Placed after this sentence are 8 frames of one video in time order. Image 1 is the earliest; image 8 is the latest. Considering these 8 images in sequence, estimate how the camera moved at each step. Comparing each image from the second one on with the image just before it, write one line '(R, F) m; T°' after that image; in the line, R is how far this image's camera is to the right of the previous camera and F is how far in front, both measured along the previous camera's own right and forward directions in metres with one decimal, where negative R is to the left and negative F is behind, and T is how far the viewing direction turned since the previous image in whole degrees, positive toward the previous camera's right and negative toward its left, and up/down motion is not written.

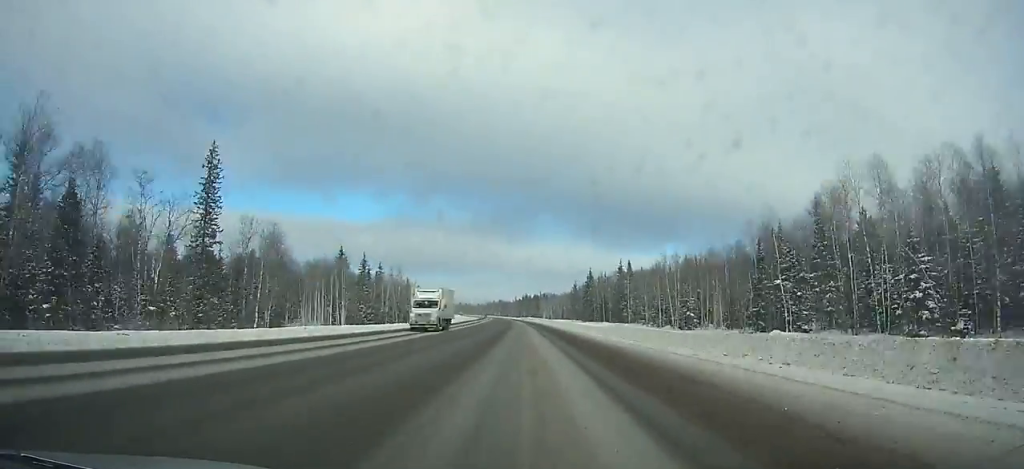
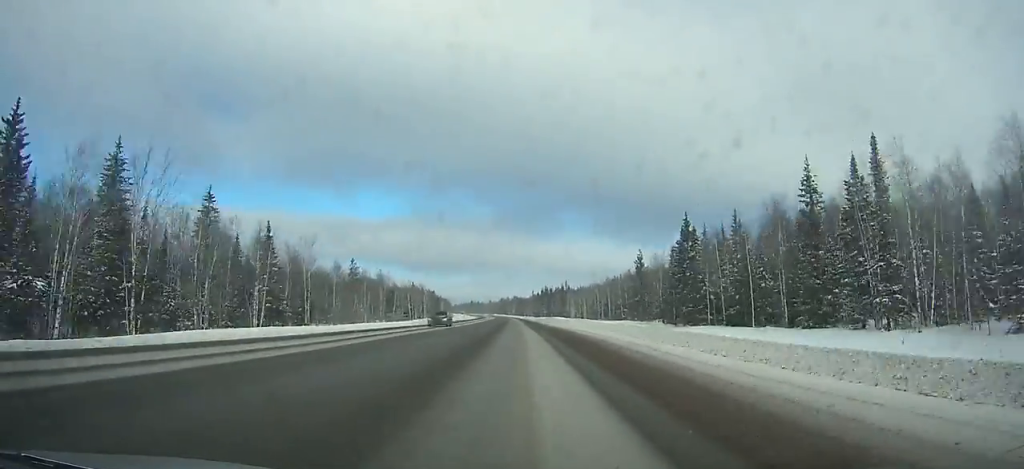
(-1.2, +97.7) m; -2°
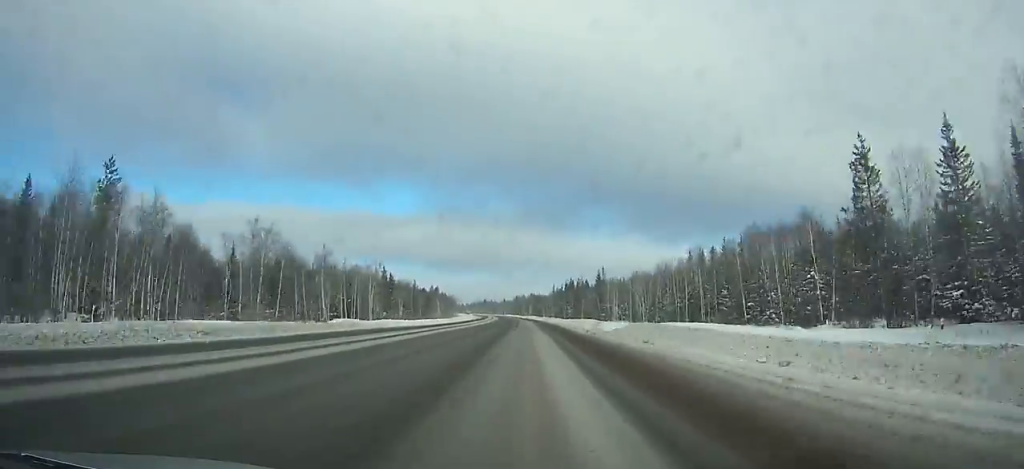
(-1.0, +75.0) m; -1°
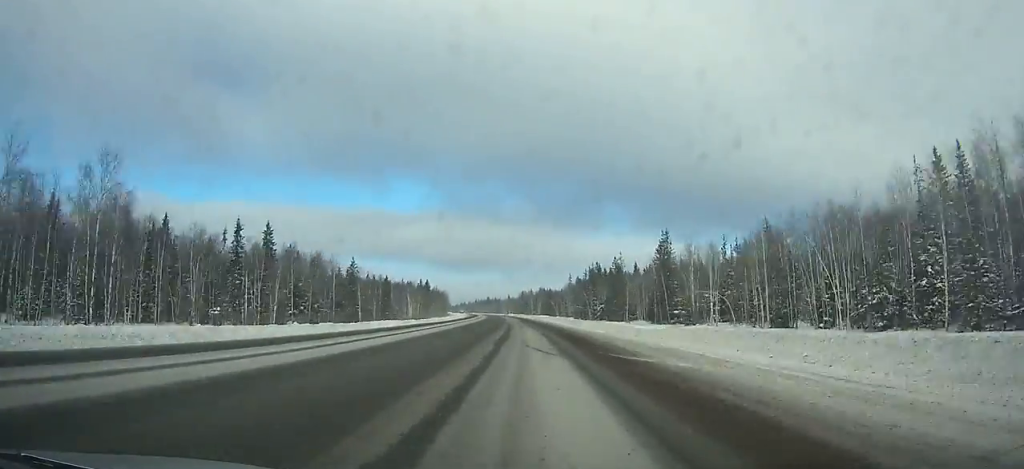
(-0.4, +80.4) m; -1°
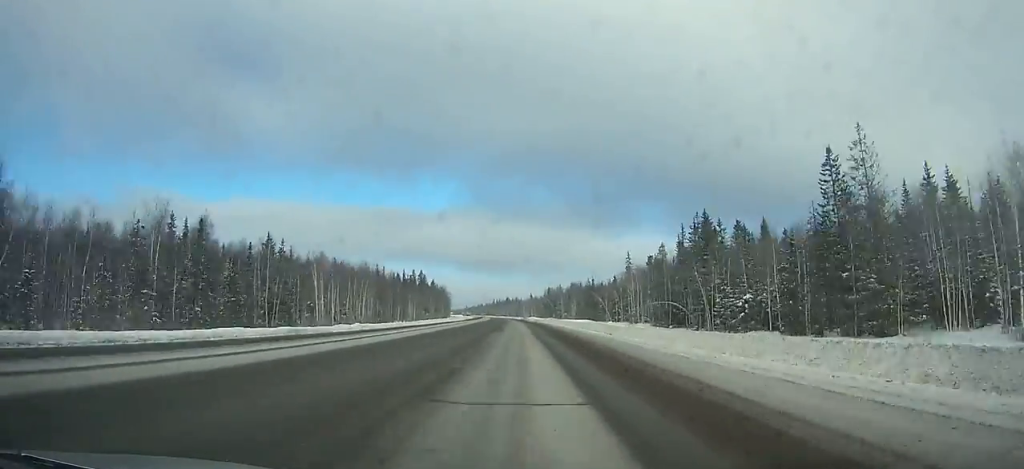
(-1.7, +99.4) m; -2°
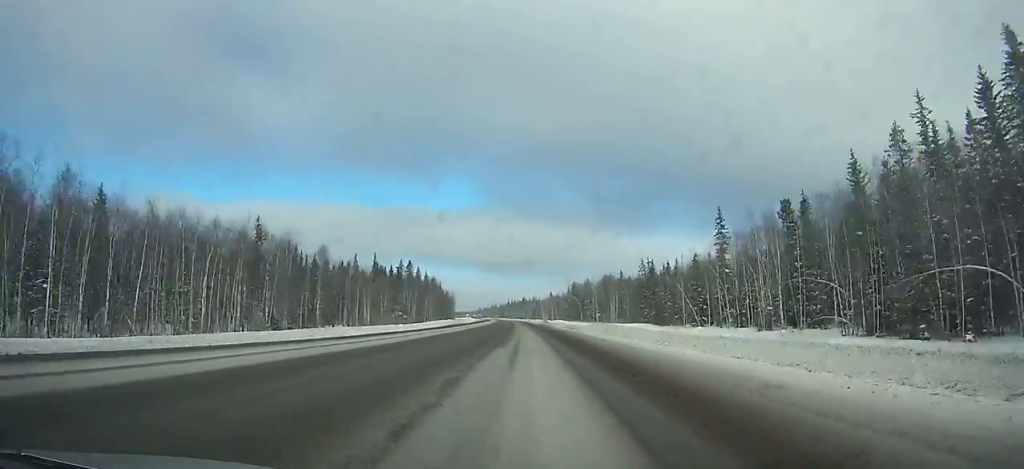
(-1.1, +66.3) m; -1°
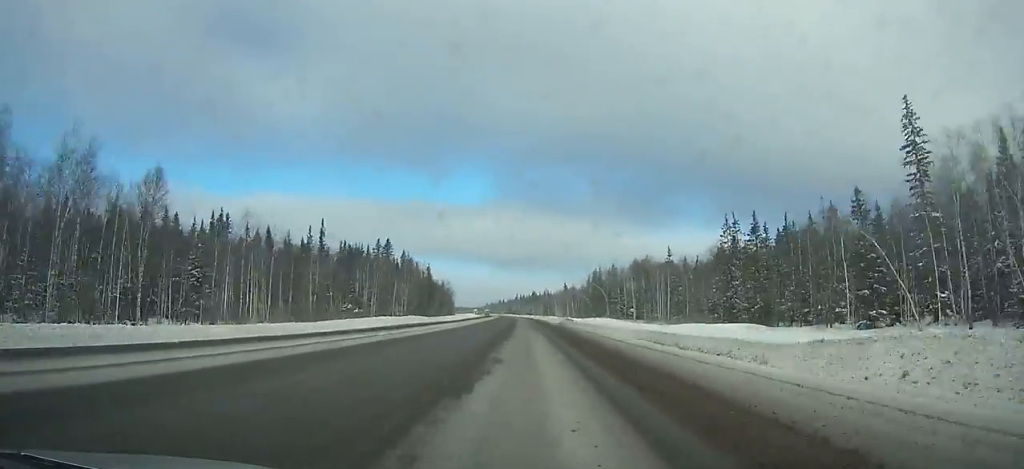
(-0.5, +49.7) m; -1°
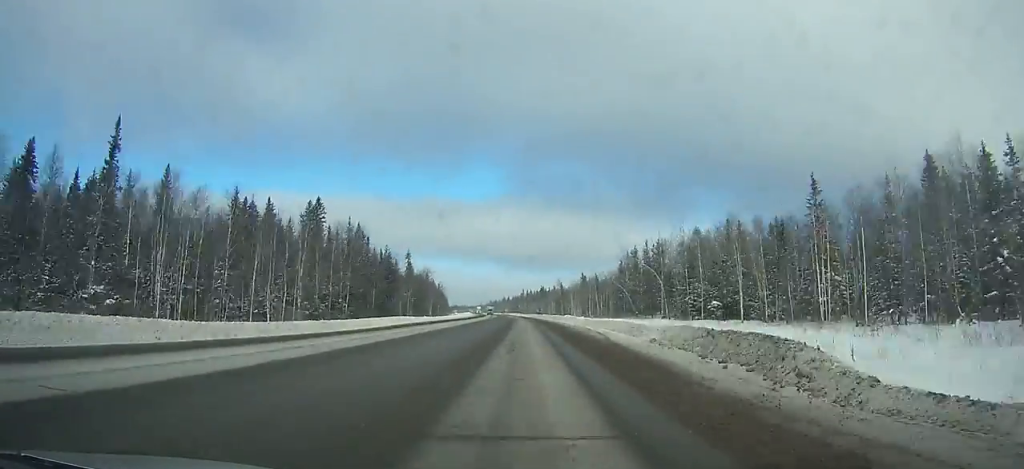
(-0.6, +63.3) m; -1°
